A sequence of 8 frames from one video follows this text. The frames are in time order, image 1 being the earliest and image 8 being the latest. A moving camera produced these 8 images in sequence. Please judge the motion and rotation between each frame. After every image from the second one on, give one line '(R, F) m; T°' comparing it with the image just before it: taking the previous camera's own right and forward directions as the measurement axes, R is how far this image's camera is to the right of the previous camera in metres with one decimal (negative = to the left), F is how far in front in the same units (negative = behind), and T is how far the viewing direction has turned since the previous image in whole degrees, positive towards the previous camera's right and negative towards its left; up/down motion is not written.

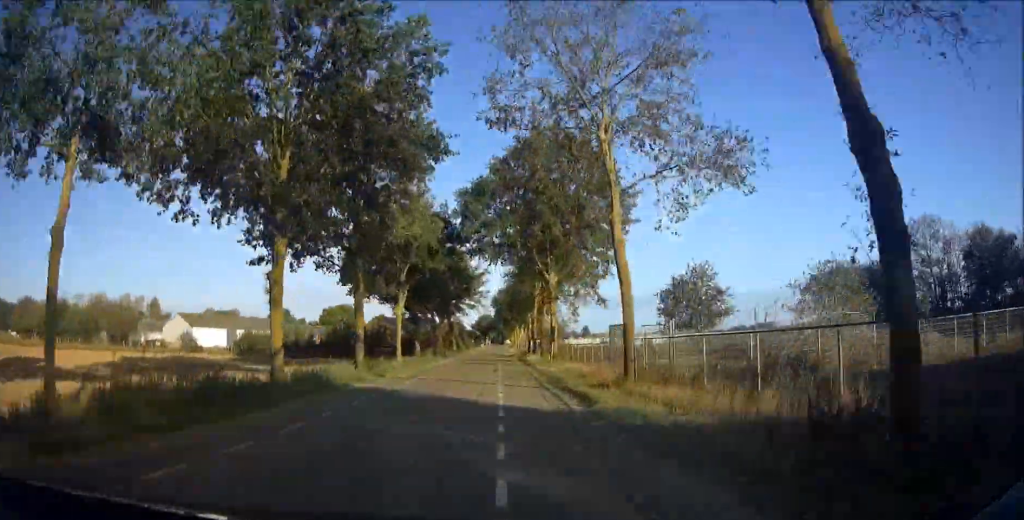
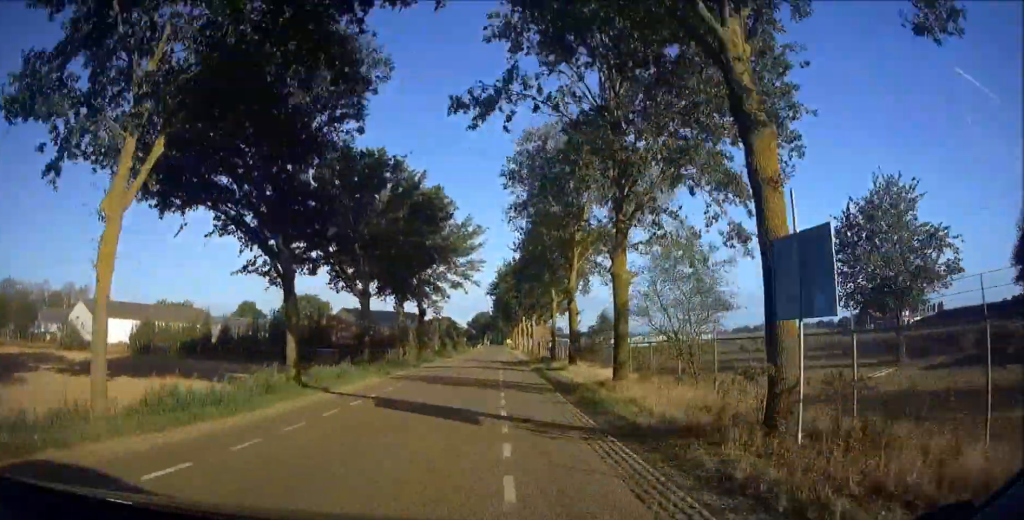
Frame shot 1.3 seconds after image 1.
(0.0, +30.3) m; 0°
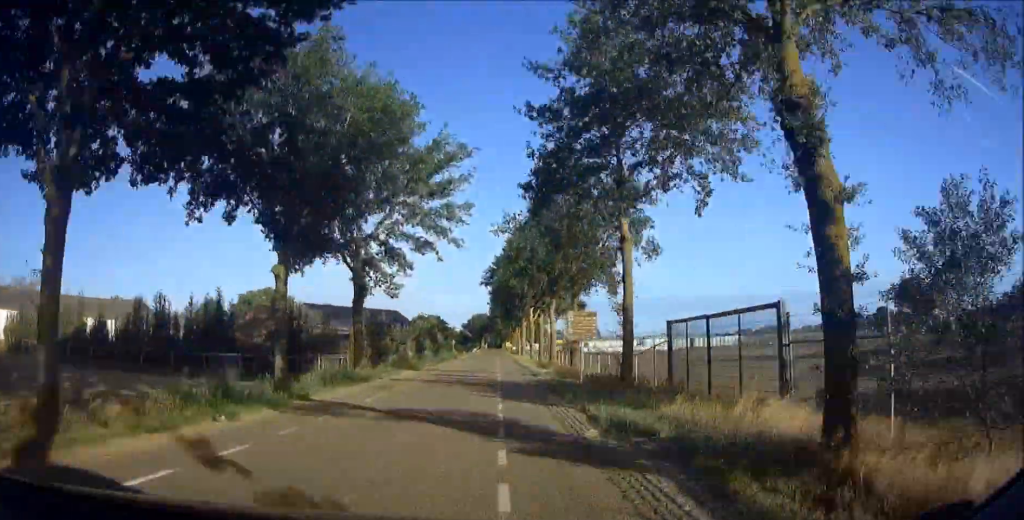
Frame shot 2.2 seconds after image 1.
(0.0, +22.3) m; 0°
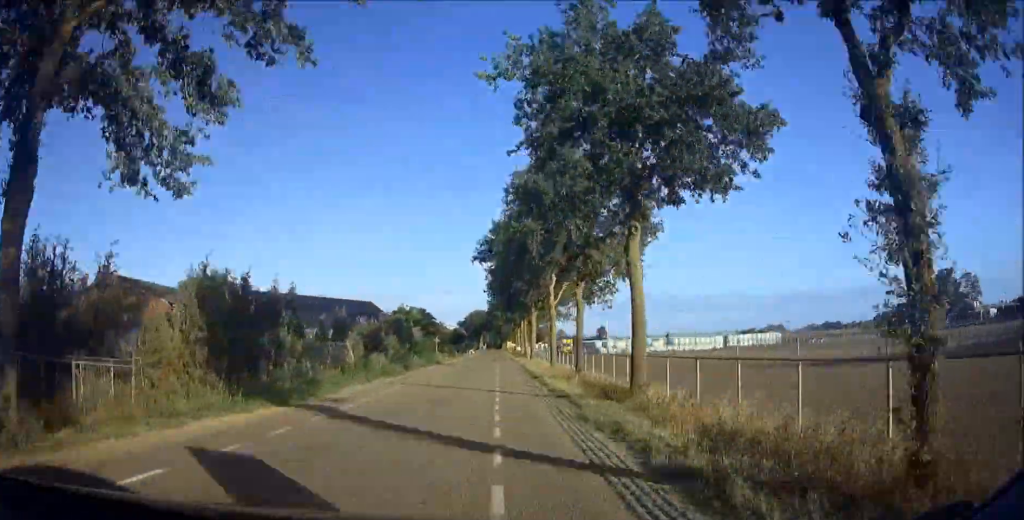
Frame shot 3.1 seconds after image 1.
(0.0, +22.4) m; 0°
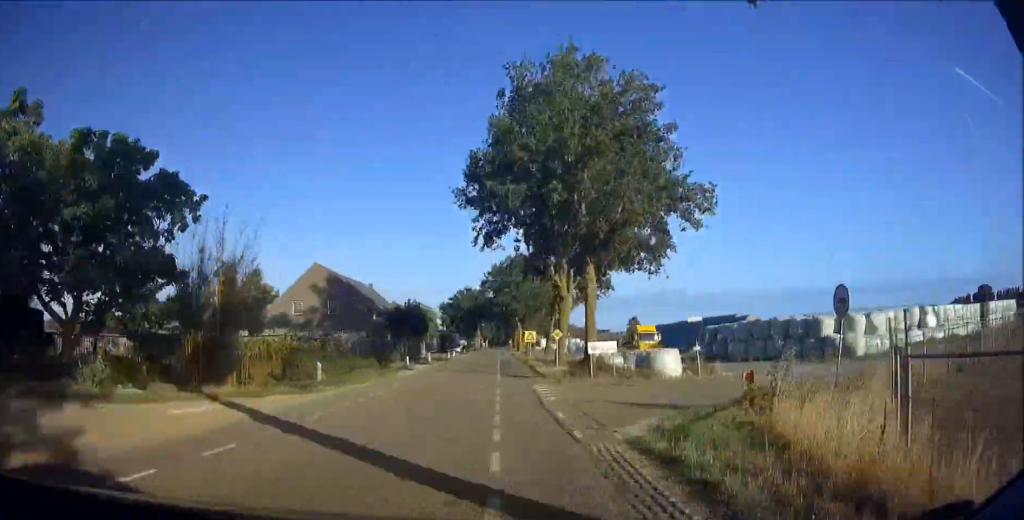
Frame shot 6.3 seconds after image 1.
(-0.1, +75.8) m; 0°
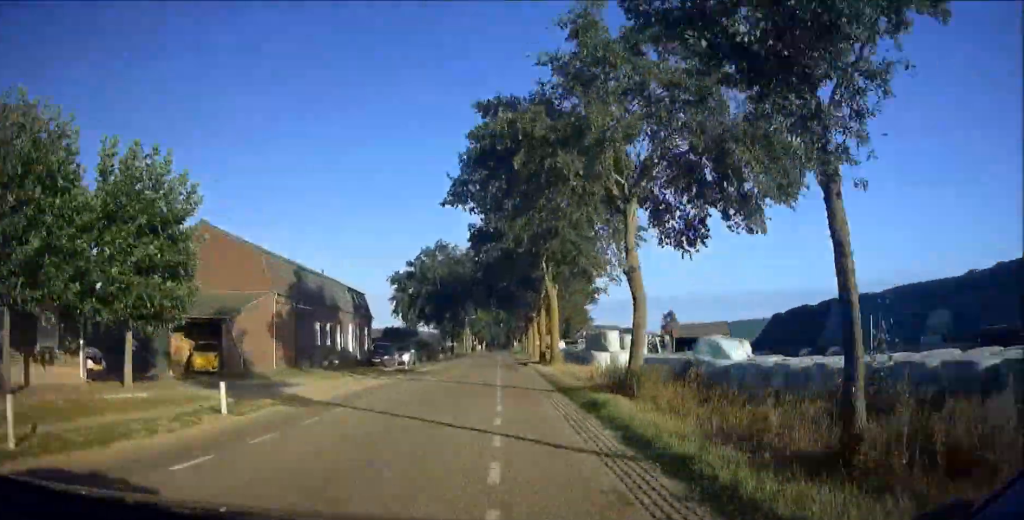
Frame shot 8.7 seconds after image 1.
(0.0, +60.2) m; 0°
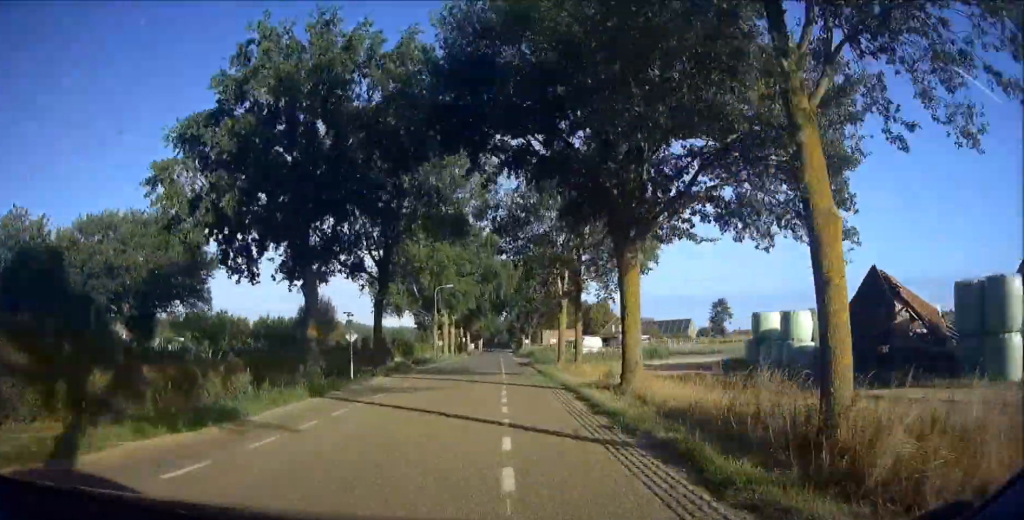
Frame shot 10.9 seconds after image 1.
(0.0, +52.1) m; 0°
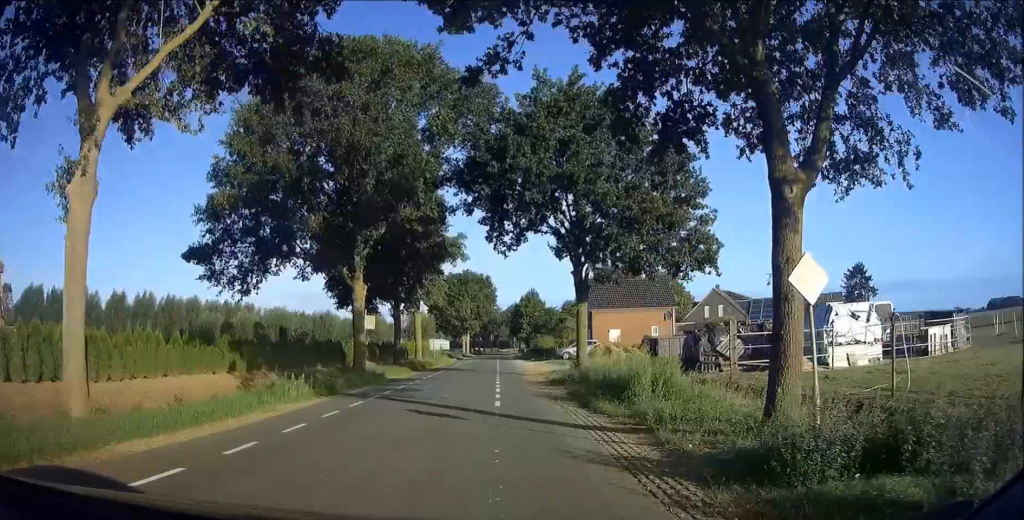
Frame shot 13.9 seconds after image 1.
(0.0, +73.1) m; 0°
